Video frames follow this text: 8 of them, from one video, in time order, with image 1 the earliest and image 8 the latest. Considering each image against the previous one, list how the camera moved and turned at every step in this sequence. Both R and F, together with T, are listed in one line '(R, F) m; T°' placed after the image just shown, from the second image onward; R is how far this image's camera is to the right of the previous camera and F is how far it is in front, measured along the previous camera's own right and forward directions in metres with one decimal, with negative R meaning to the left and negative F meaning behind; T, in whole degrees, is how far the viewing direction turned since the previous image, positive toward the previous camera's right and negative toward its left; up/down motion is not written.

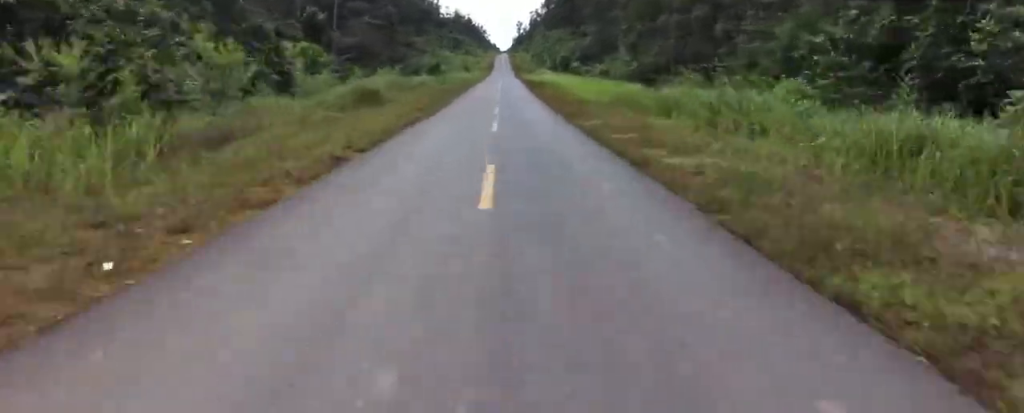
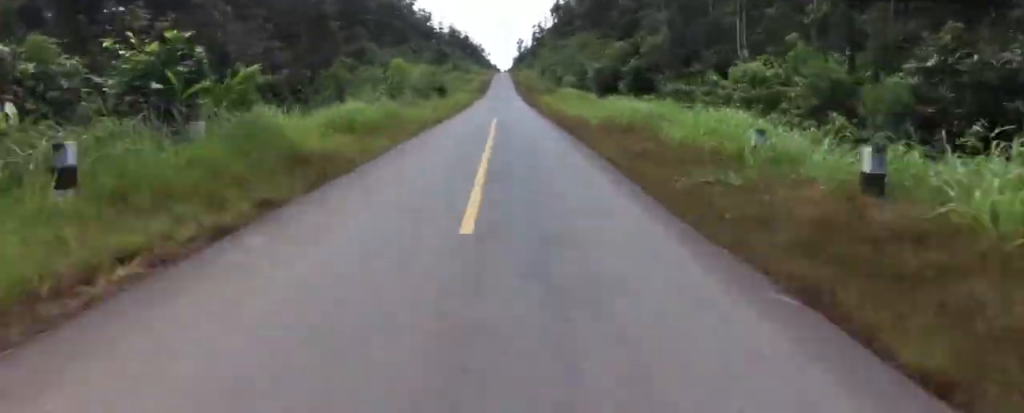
(-0.4, +40.5) m; -2°
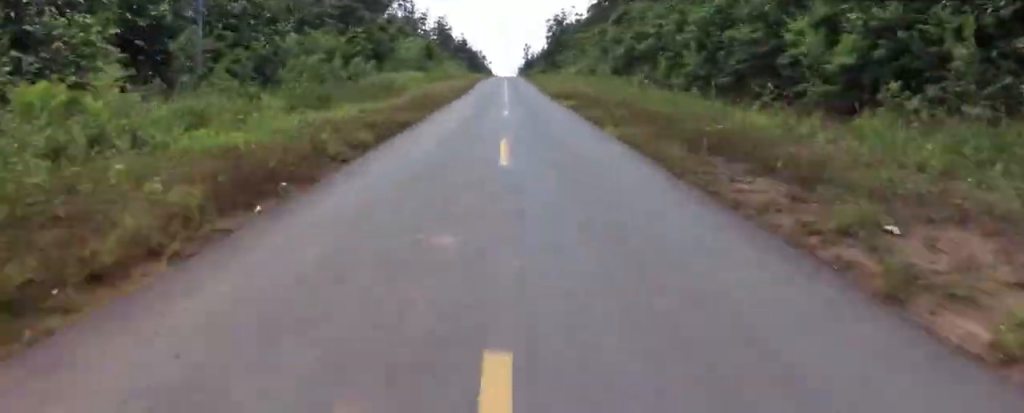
(+0.2, +88.9) m; 0°
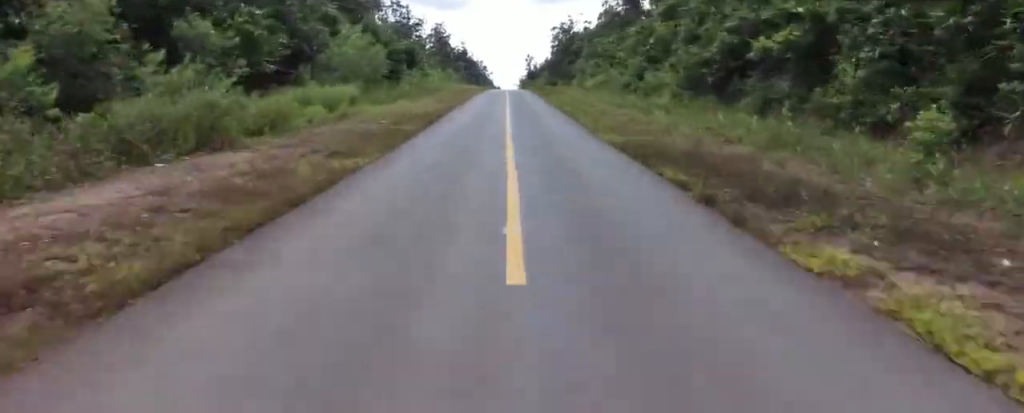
(-0.1, +20.3) m; +1°
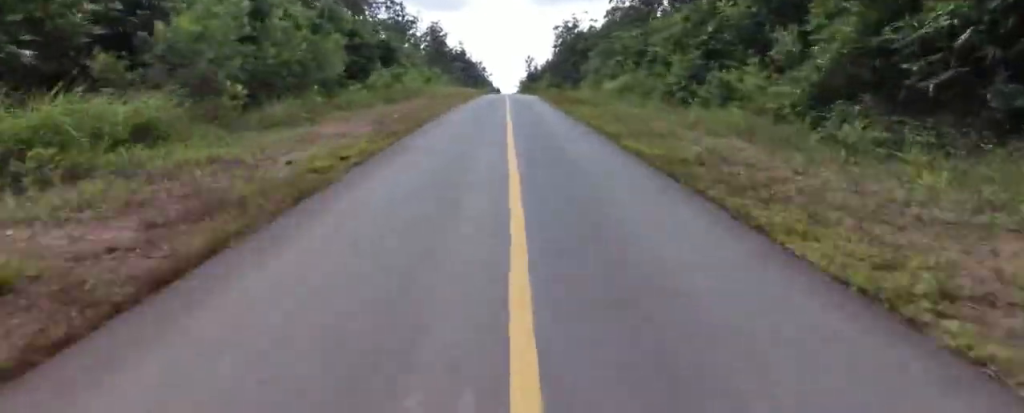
(+0.2, +15.0) m; +1°
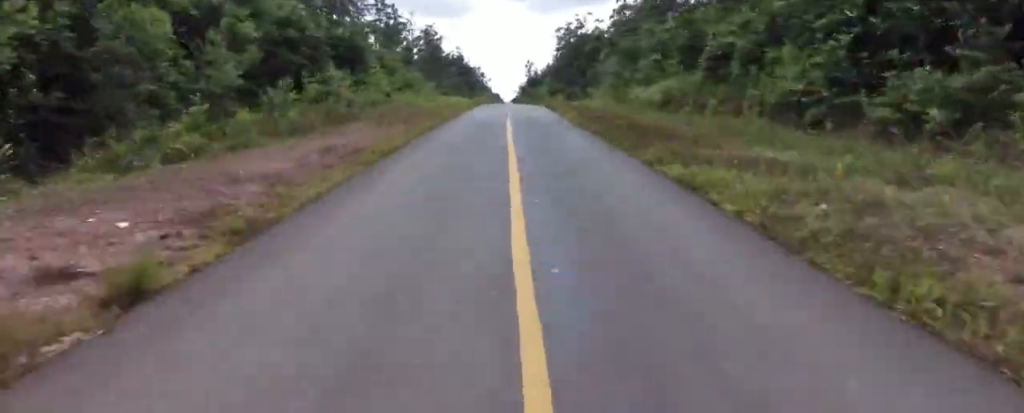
(+0.3, +14.8) m; +1°
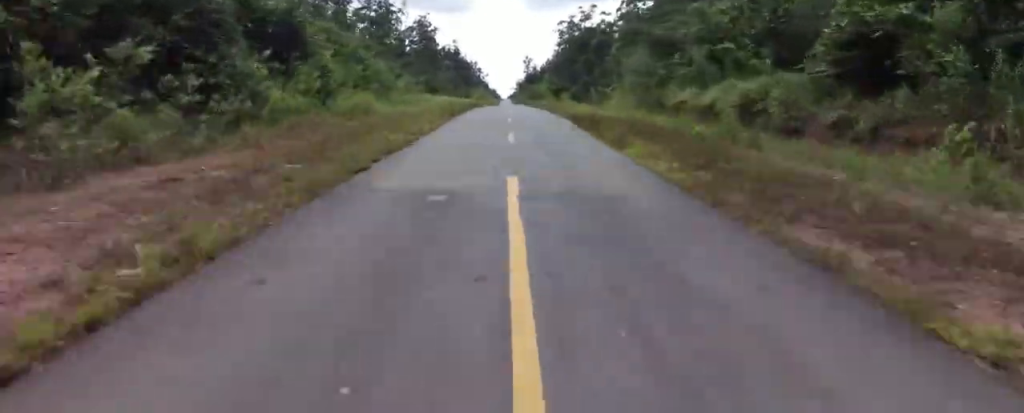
(0.0, +13.7) m; 0°
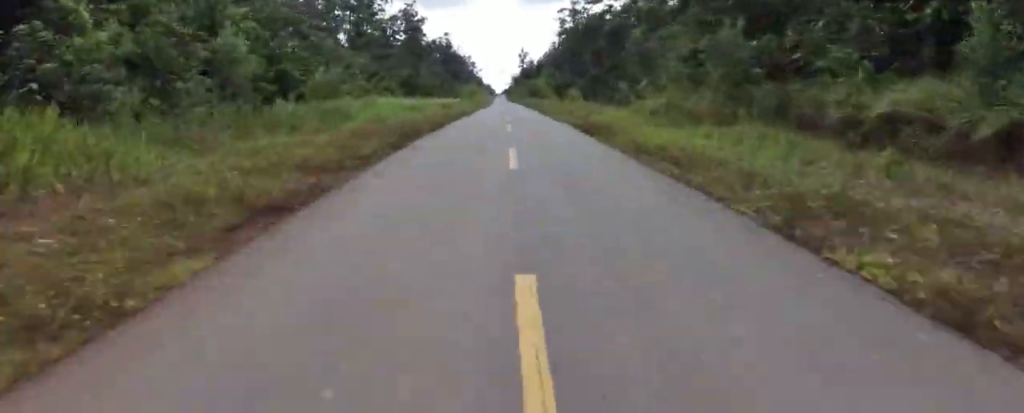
(-0.1, +21.4) m; 0°
